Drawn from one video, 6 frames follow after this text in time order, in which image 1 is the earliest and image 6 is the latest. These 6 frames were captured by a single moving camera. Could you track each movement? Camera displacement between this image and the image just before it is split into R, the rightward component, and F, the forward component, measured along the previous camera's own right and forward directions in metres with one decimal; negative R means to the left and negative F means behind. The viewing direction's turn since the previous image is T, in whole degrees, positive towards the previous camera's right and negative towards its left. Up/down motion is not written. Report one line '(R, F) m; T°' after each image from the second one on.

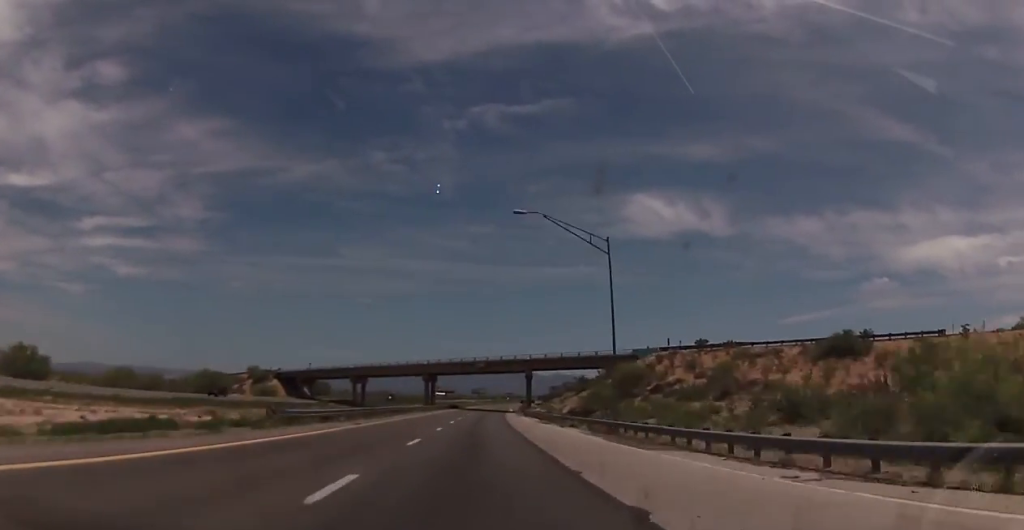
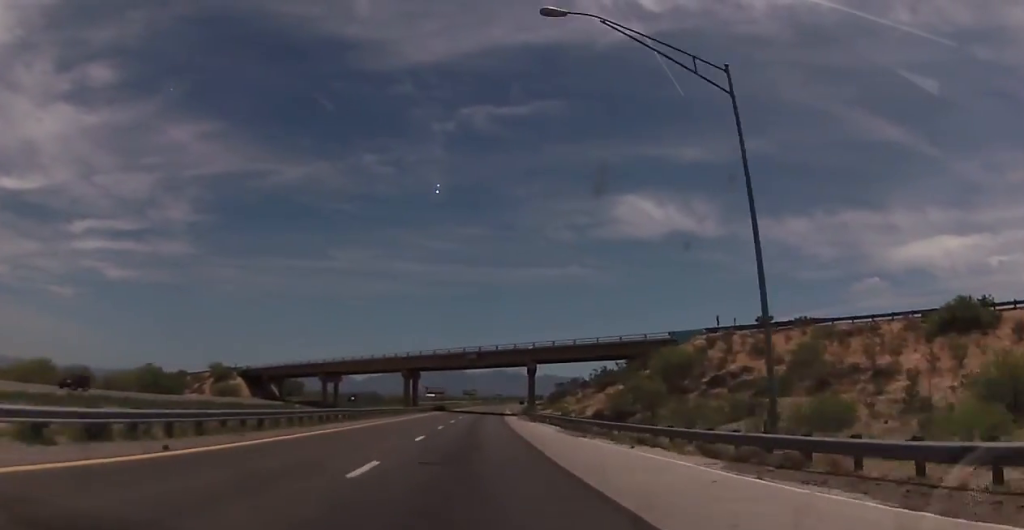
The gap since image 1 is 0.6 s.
(+0.2, +21.3) m; +1°
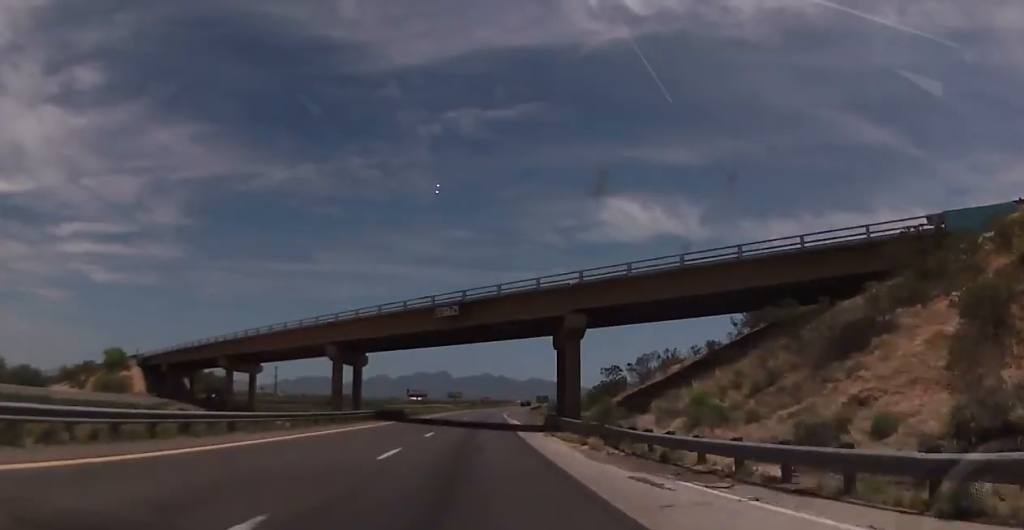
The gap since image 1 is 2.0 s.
(+0.7, +44.7) m; +1°
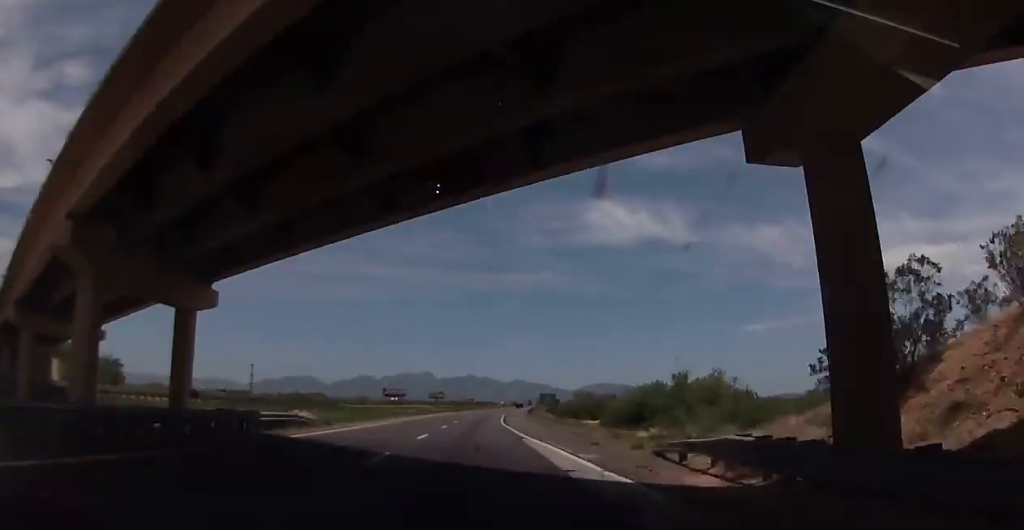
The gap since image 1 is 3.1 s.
(+0.1, +39.1) m; 0°
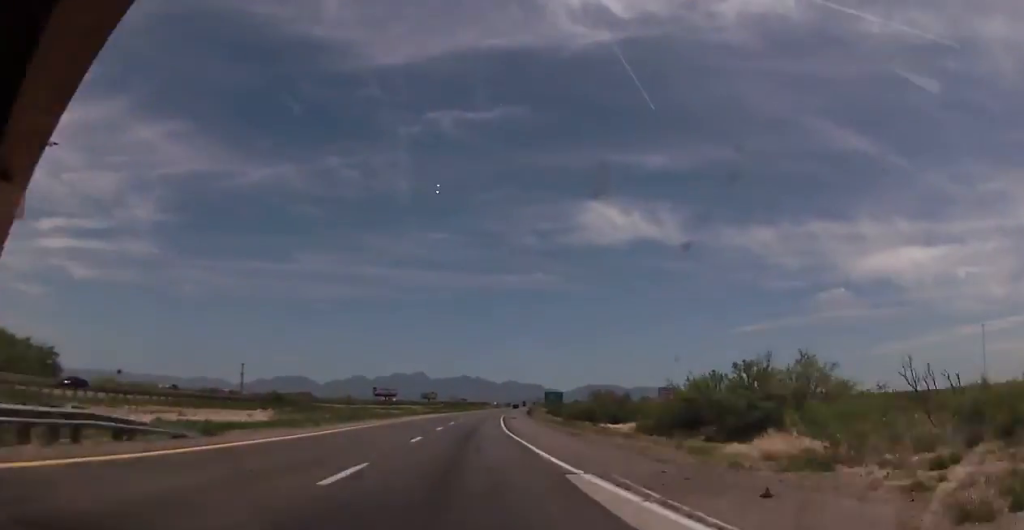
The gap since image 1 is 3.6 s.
(+0.1, +15.6) m; +1°
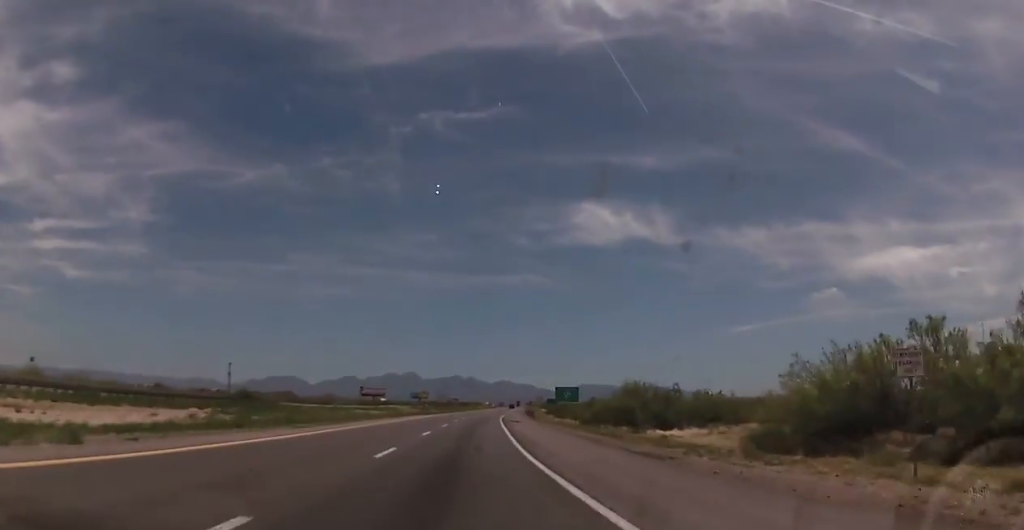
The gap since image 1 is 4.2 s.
(-0.1, +20.1) m; +1°
